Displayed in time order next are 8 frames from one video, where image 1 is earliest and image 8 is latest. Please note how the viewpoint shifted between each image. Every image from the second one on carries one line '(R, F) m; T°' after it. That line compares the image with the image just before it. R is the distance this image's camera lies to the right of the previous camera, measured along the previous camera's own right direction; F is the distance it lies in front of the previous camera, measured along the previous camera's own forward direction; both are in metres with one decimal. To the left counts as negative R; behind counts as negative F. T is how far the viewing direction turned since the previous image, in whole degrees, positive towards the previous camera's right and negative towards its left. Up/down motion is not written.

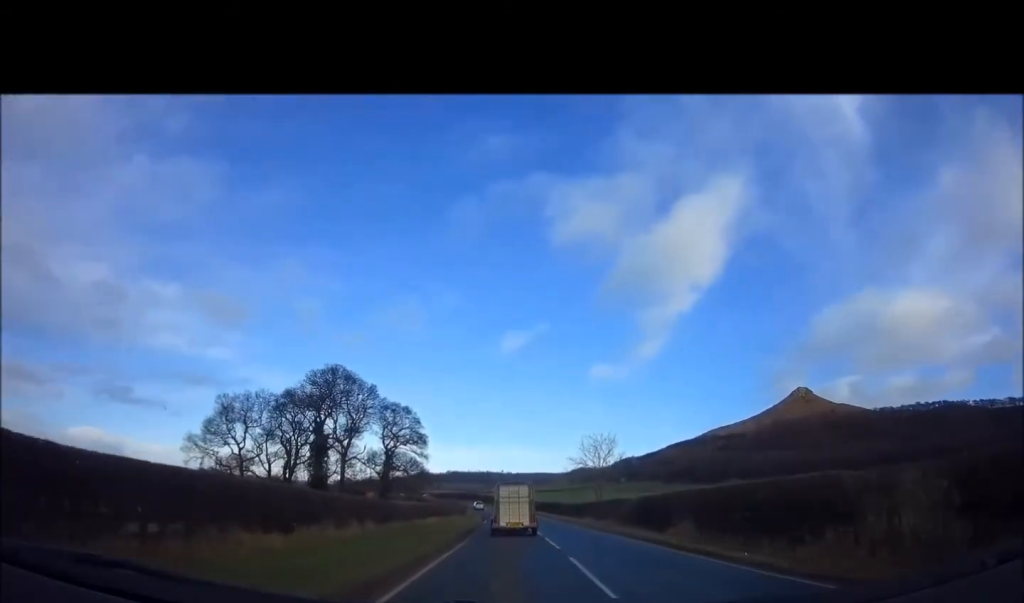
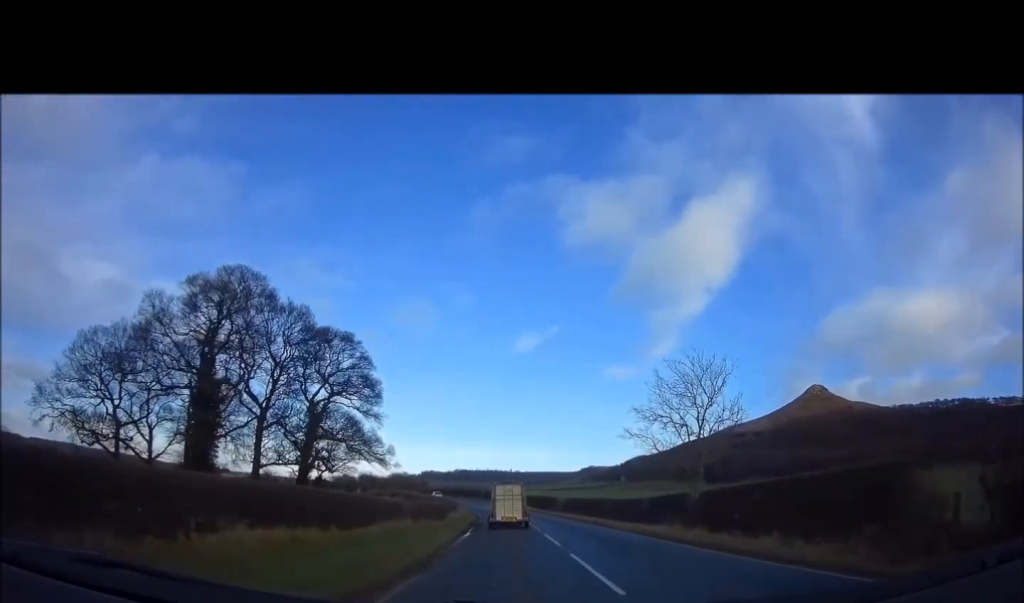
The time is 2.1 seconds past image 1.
(-0.4, +26.4) m; -1°
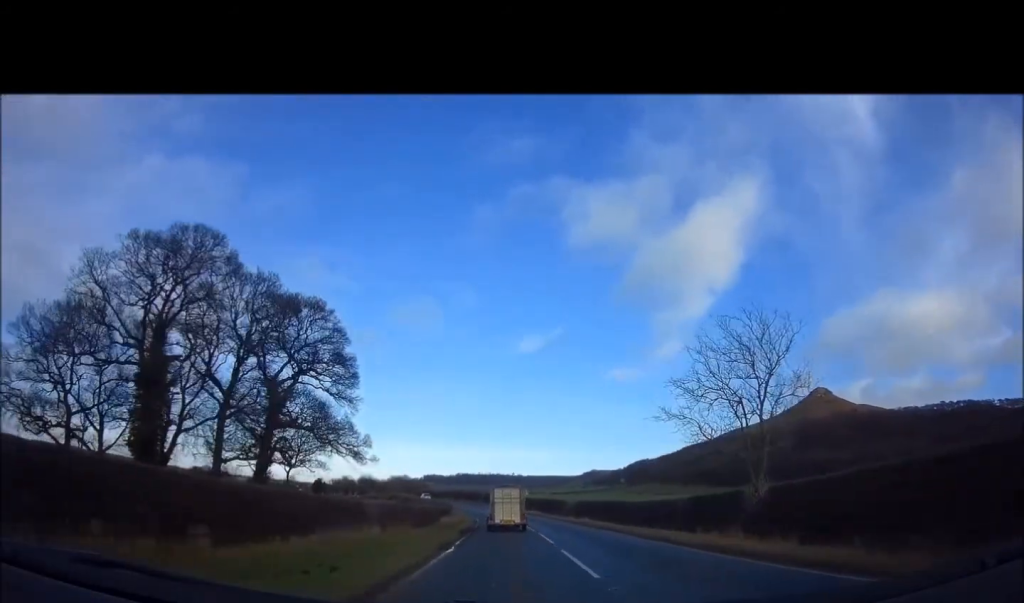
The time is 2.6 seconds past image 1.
(+0.1, +6.6) m; 0°
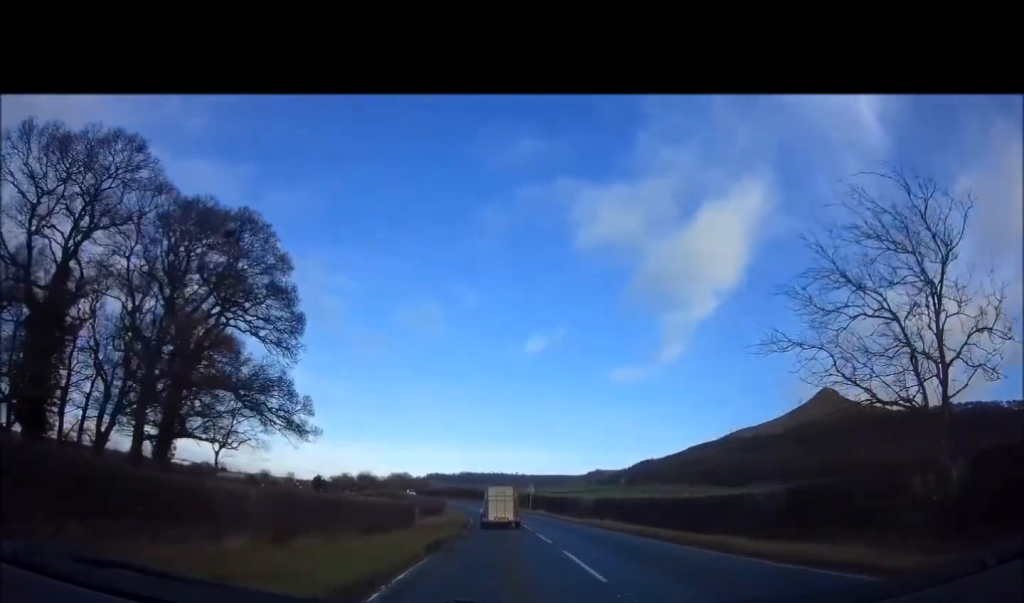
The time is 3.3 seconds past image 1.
(-0.1, +9.5) m; -2°
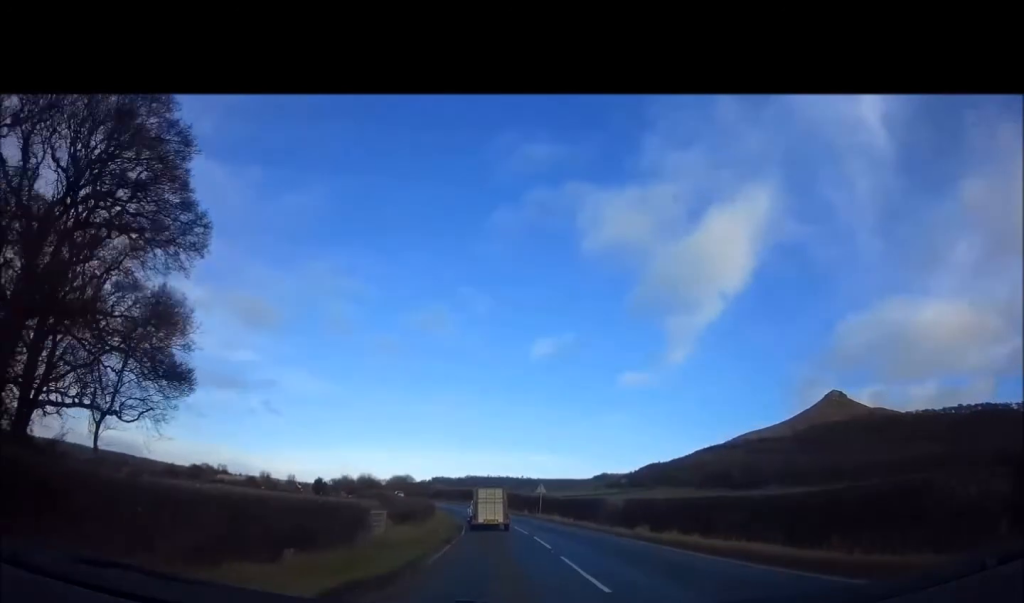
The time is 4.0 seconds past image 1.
(-0.2, +9.9) m; 0°
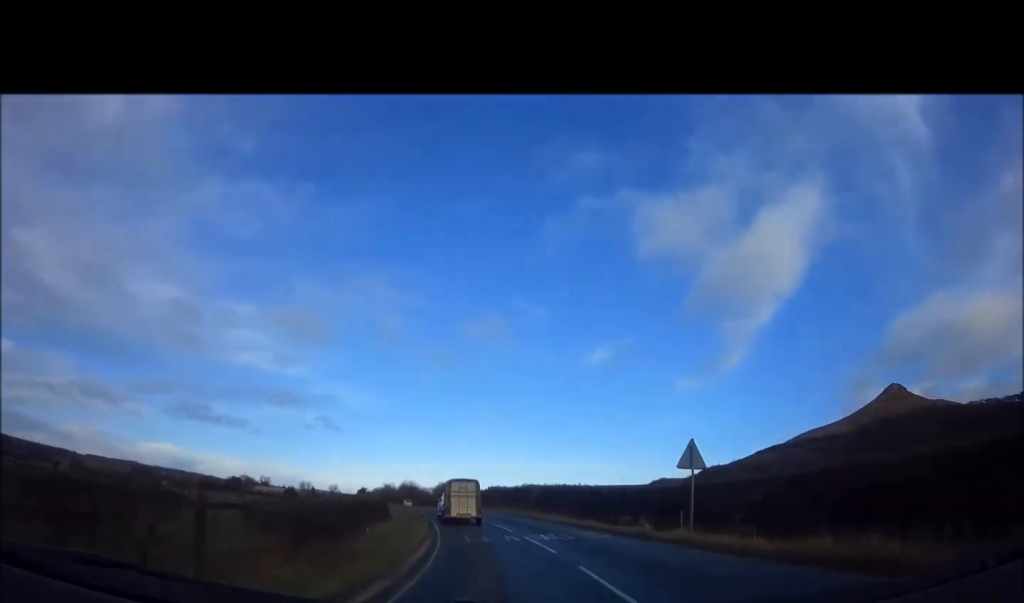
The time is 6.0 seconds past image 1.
(-0.4, +28.7) m; -5°
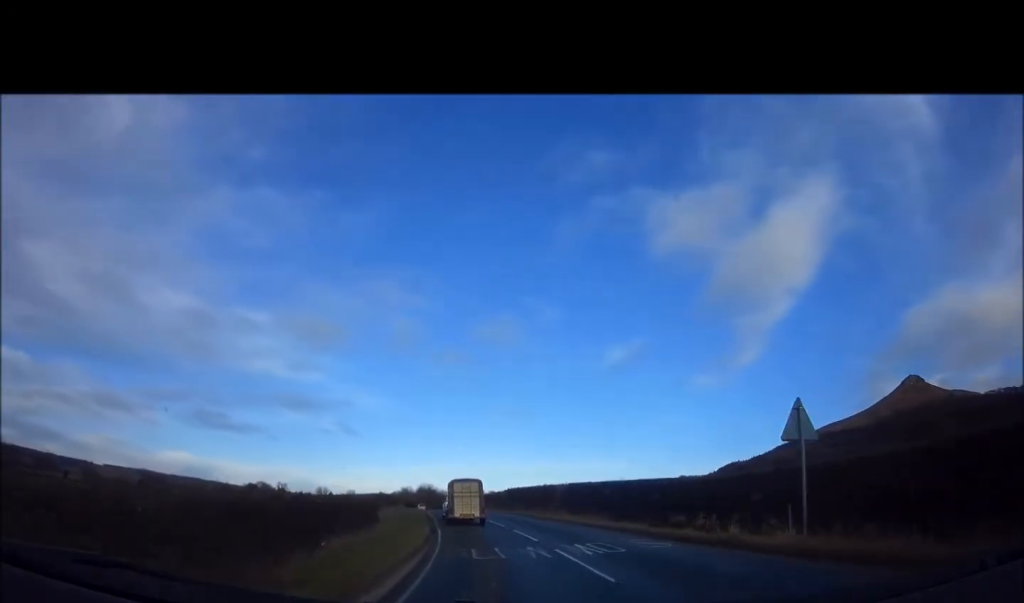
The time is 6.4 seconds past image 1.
(0.0, +5.8) m; -2°
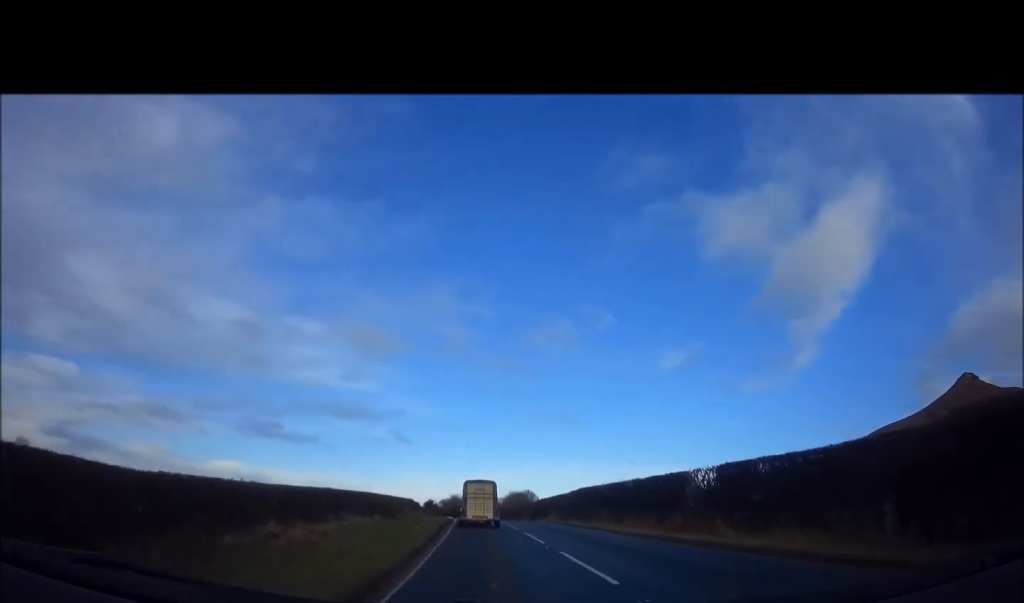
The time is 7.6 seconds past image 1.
(-0.9, +17.3) m; -5°
